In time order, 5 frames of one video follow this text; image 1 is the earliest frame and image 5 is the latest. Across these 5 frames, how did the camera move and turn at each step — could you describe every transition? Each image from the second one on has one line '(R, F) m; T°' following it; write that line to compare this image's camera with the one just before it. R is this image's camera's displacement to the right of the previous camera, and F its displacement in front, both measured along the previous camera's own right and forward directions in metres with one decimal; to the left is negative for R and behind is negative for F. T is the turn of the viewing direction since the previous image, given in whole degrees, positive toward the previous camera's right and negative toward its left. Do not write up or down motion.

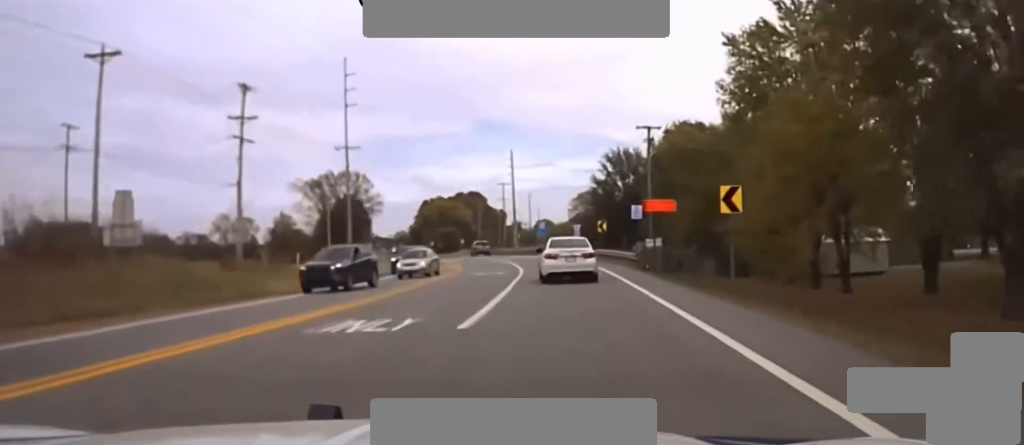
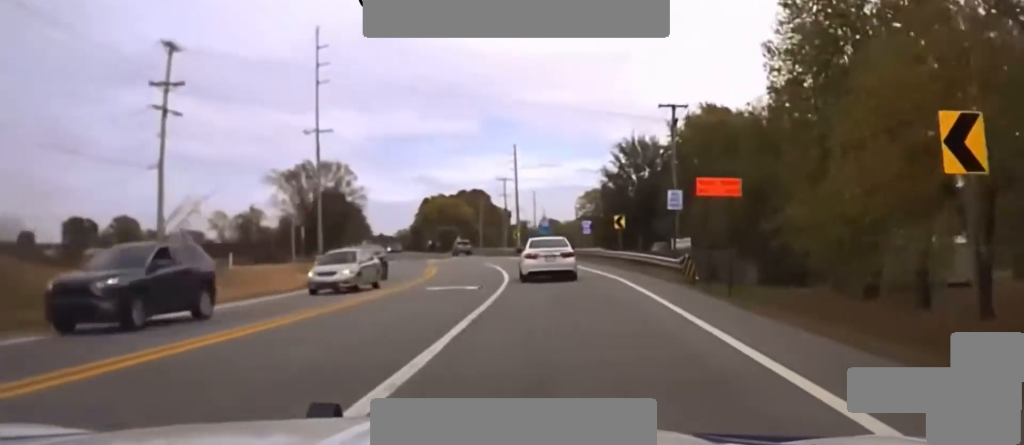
(+0.1, +15.1) m; -1°
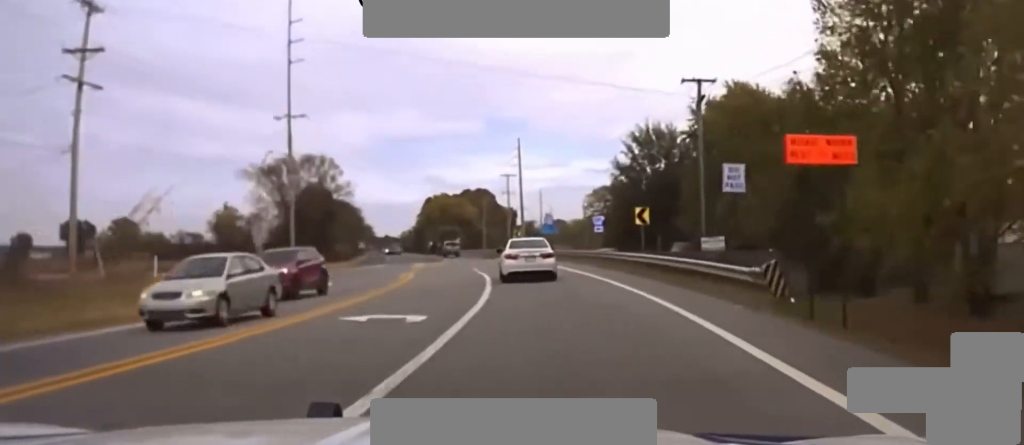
(-0.1, +11.4) m; -2°
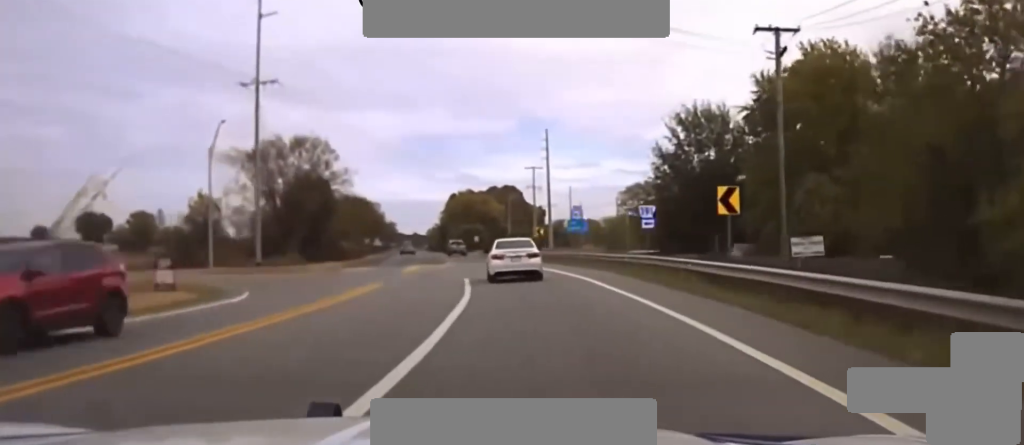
(+0.1, +16.0) m; -4°
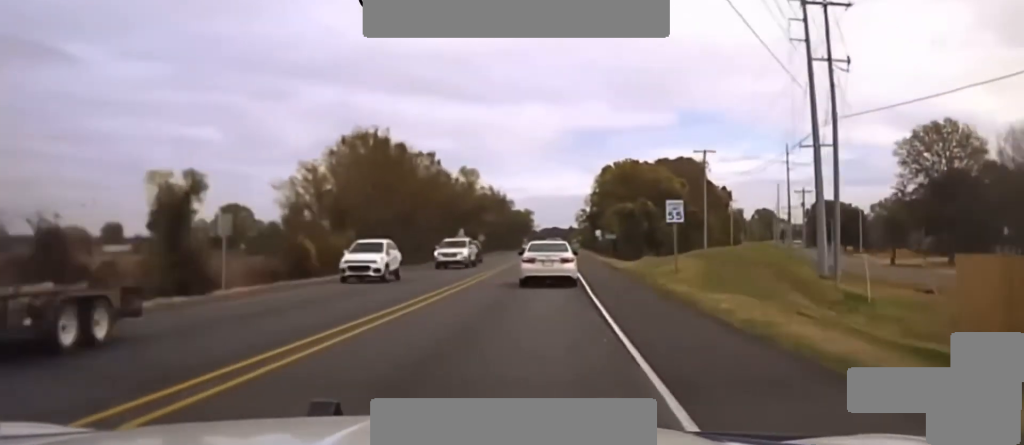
(-4.3, +97.6) m; -2°
